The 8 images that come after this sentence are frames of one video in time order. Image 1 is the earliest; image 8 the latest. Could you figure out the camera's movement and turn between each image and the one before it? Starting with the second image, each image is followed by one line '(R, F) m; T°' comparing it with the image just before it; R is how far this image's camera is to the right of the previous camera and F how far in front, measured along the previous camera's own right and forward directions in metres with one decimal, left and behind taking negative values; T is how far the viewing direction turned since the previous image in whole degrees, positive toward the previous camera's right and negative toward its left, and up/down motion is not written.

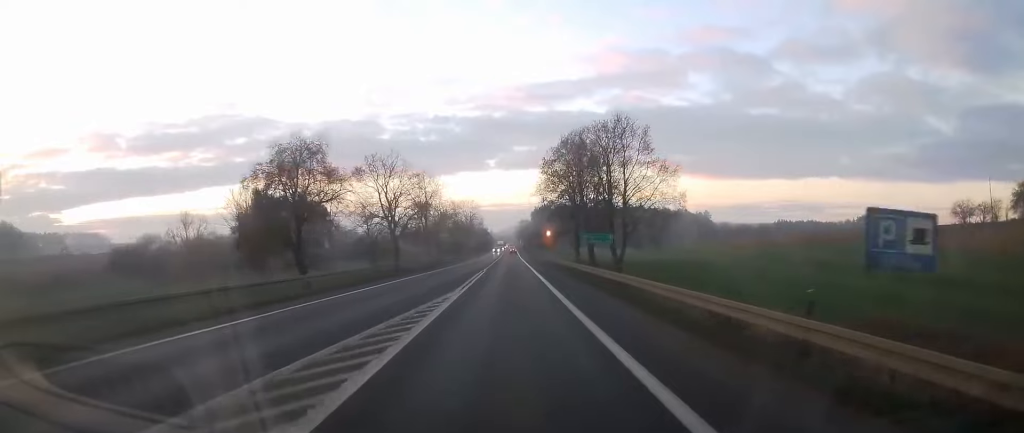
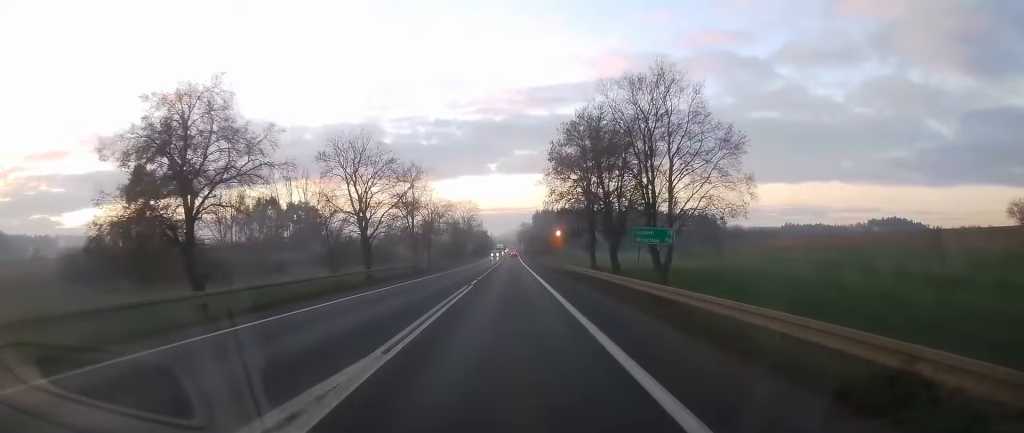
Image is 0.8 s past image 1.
(0.0, +14.4) m; 0°
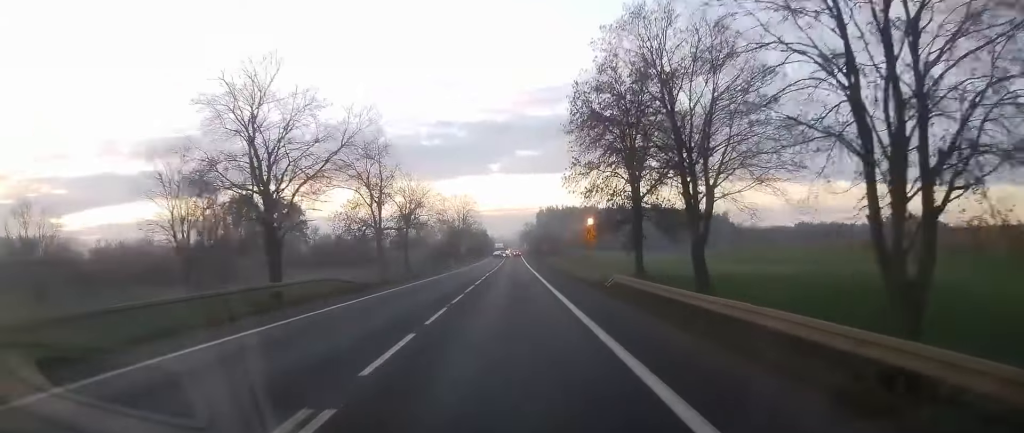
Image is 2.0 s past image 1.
(0.0, +23.9) m; 0°
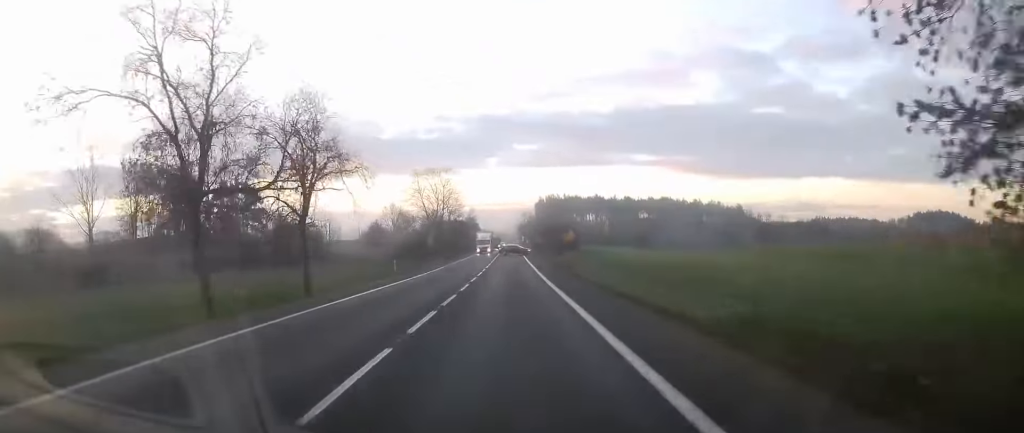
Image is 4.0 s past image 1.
(+0.1, +37.3) m; 0°
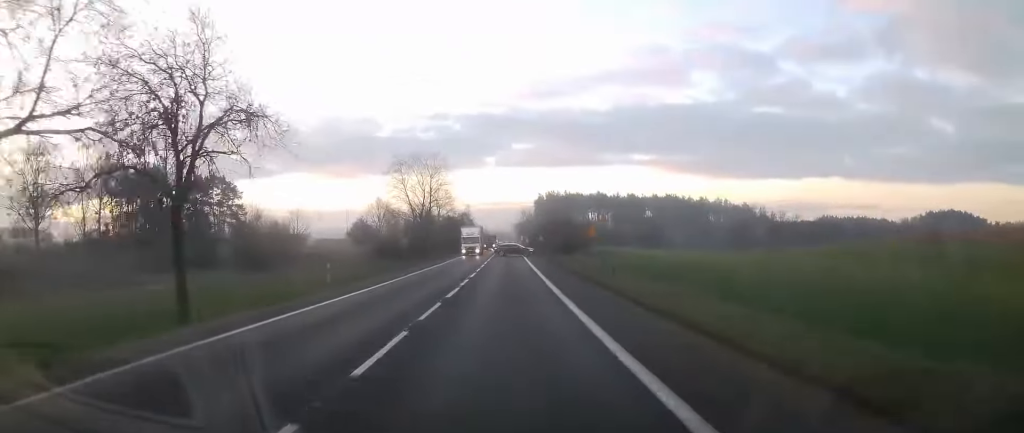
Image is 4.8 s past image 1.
(0.0, +15.9) m; 0°
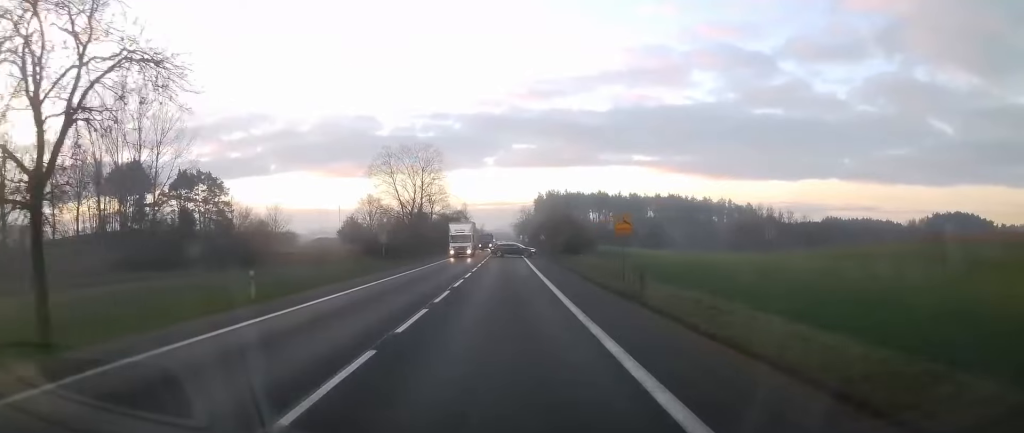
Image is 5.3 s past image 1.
(0.0, +8.7) m; 0°
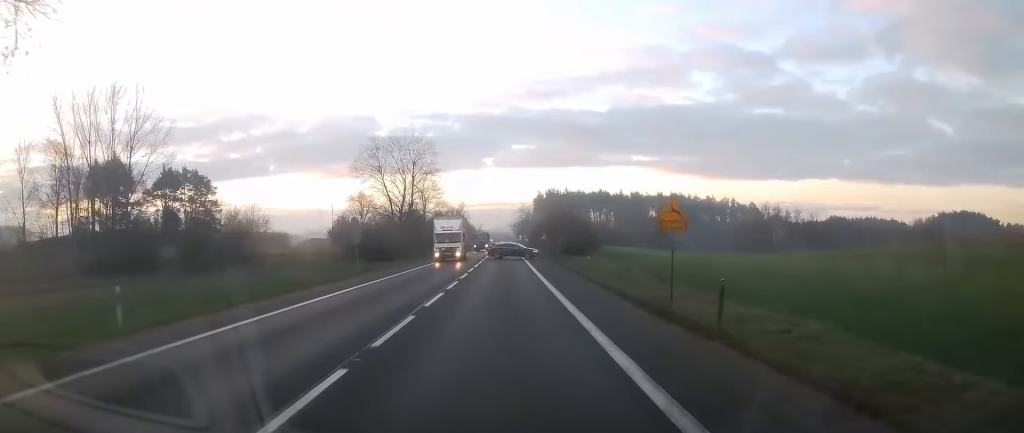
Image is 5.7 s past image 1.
(0.0, +8.6) m; 0°
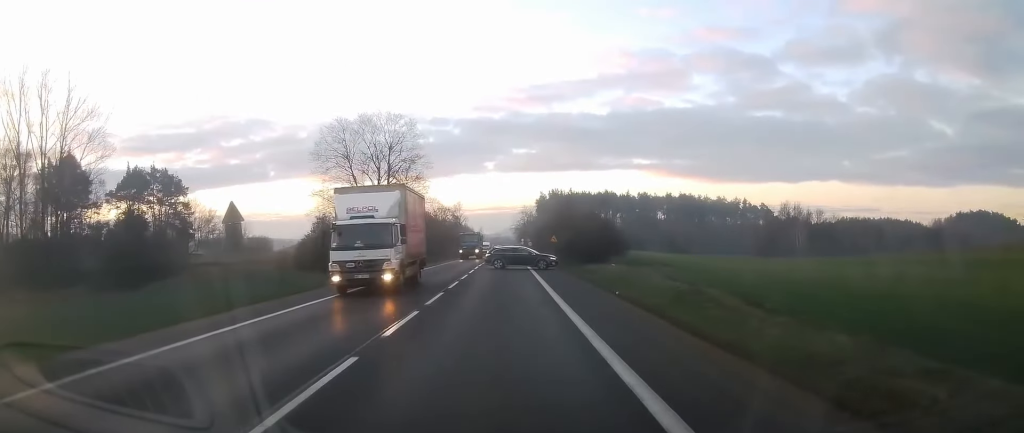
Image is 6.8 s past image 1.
(0.0, +17.6) m; 0°
